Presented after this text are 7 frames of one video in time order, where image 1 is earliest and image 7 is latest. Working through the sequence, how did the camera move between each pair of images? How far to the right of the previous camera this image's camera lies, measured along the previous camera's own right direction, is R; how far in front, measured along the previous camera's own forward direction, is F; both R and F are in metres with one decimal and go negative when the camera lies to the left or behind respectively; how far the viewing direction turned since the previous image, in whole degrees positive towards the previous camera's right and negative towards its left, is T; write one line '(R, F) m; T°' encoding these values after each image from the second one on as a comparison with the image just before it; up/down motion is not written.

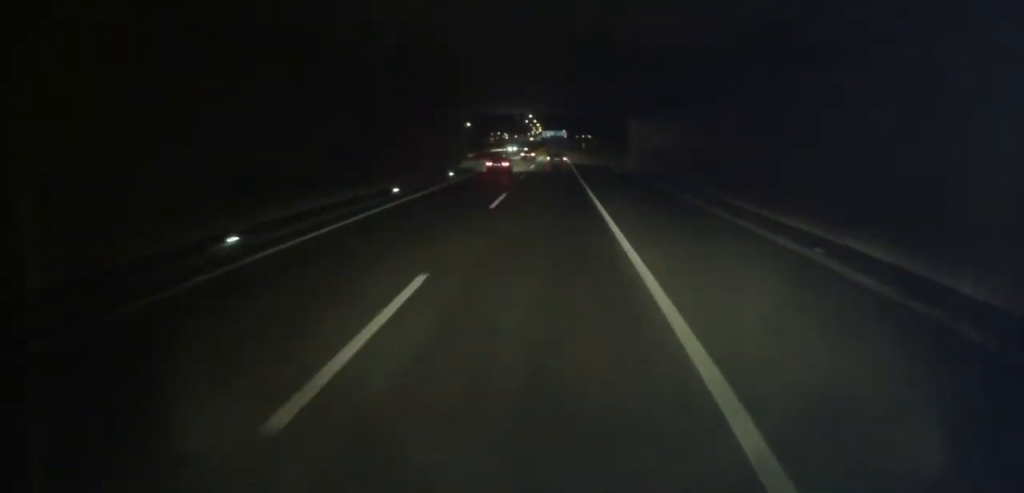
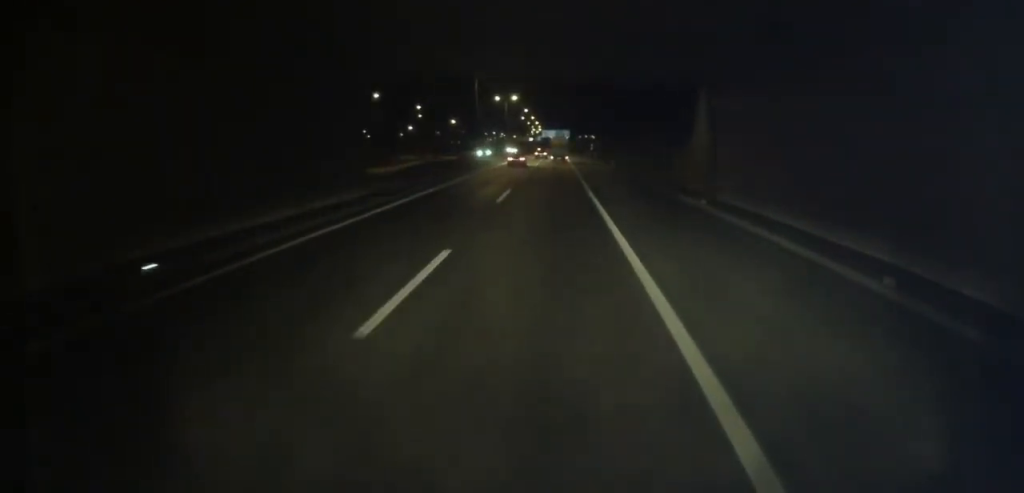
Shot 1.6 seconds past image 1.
(-0.1, +37.1) m; 0°
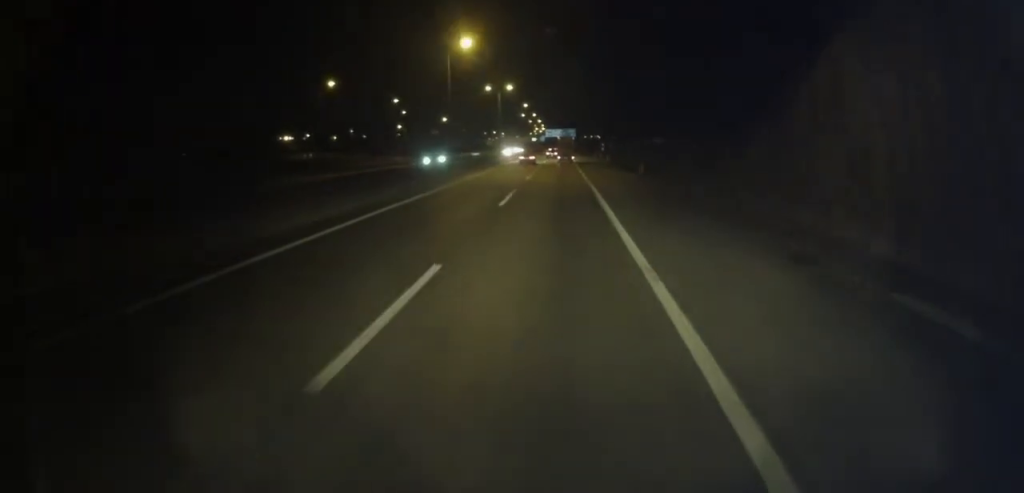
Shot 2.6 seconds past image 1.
(+0.1, +20.5) m; +1°
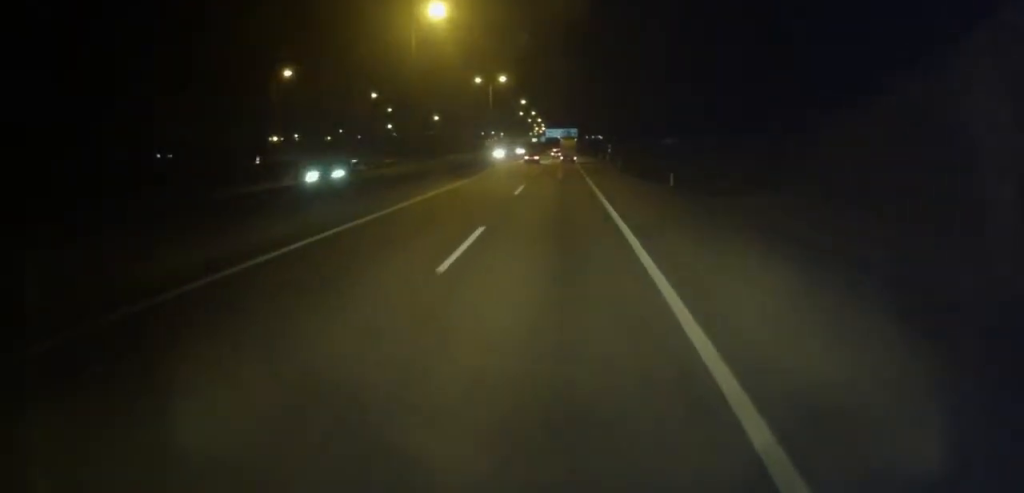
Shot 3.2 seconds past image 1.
(+0.1, +12.2) m; 0°
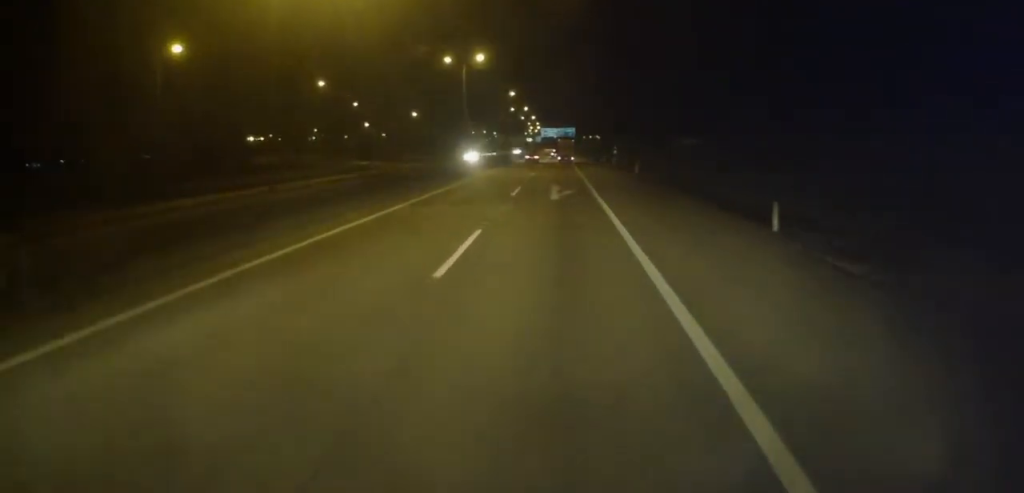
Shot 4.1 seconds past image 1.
(+0.2, +17.8) m; 0°
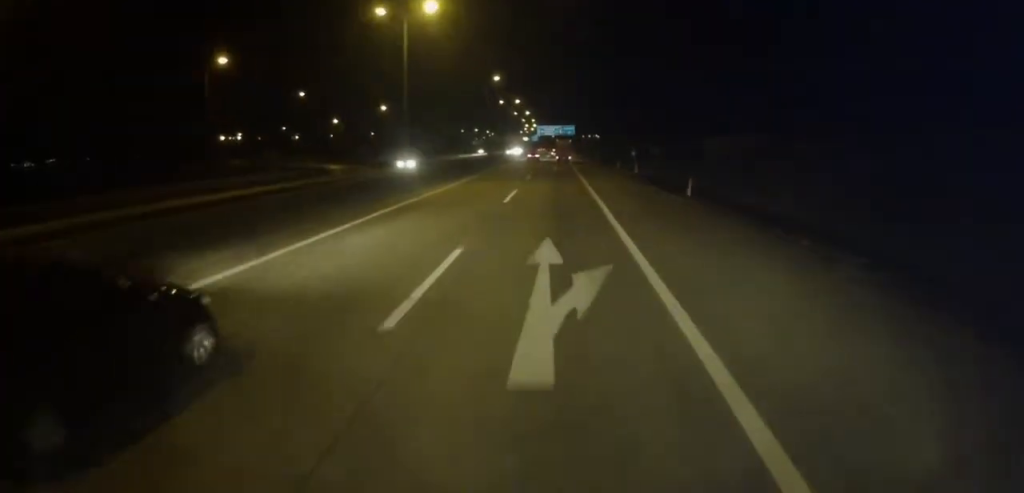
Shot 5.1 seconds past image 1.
(-0.2, +19.6) m; -1°
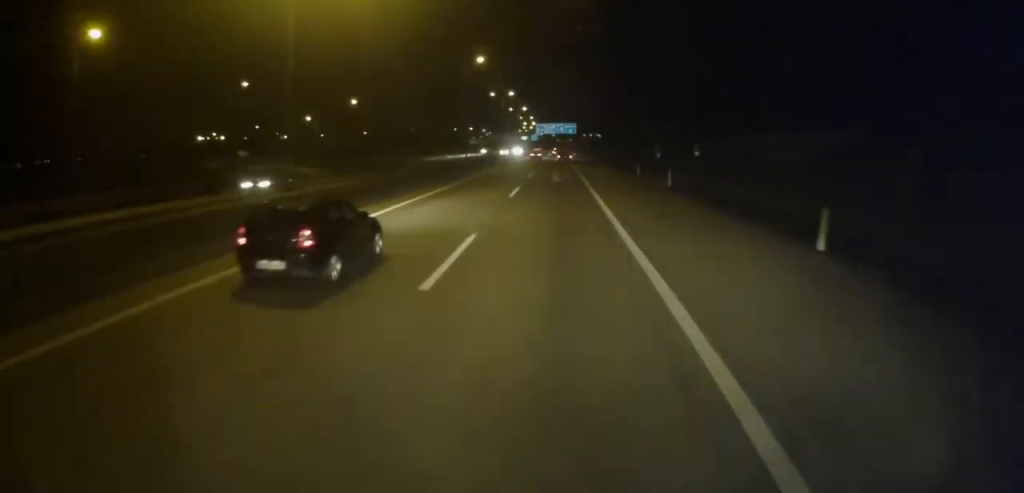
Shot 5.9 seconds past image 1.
(-0.1, +14.3) m; 0°
